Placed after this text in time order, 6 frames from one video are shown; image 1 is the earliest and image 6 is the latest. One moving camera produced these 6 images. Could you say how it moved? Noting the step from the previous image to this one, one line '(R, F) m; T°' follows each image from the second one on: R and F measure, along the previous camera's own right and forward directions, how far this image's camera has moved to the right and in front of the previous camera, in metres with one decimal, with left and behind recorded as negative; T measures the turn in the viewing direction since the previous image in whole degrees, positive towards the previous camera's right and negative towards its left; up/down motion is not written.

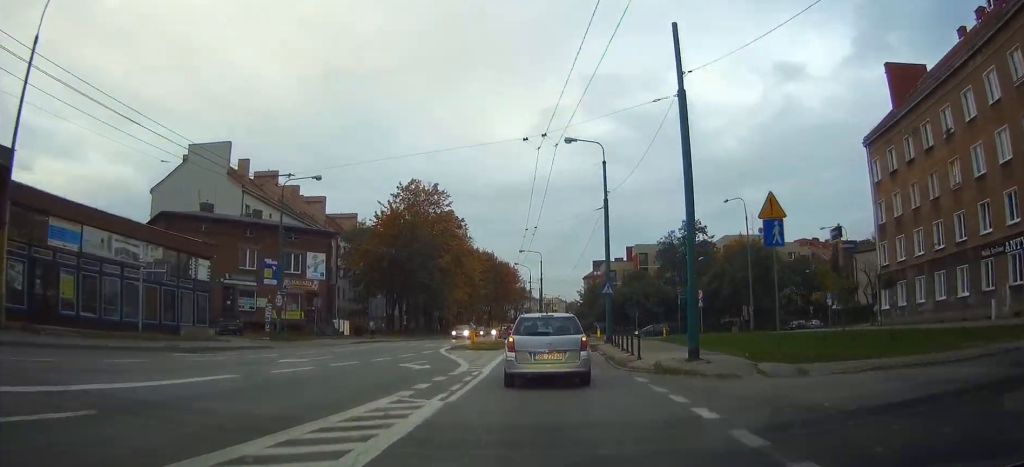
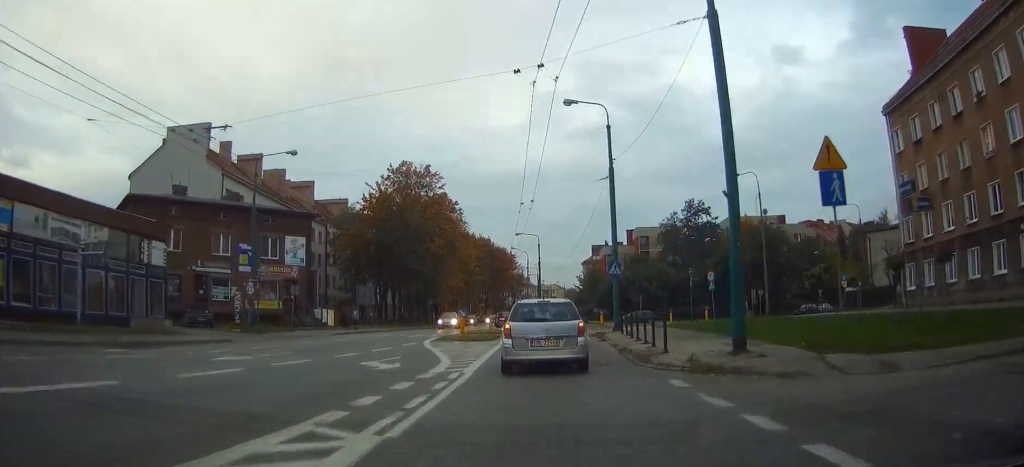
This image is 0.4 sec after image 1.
(0.0, +4.4) m; +1°
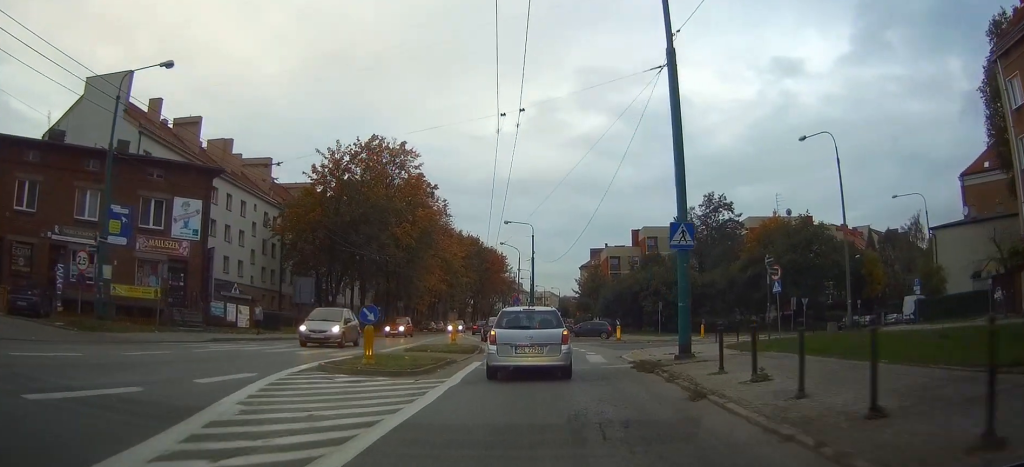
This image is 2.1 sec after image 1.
(+0.4, +16.2) m; +2°
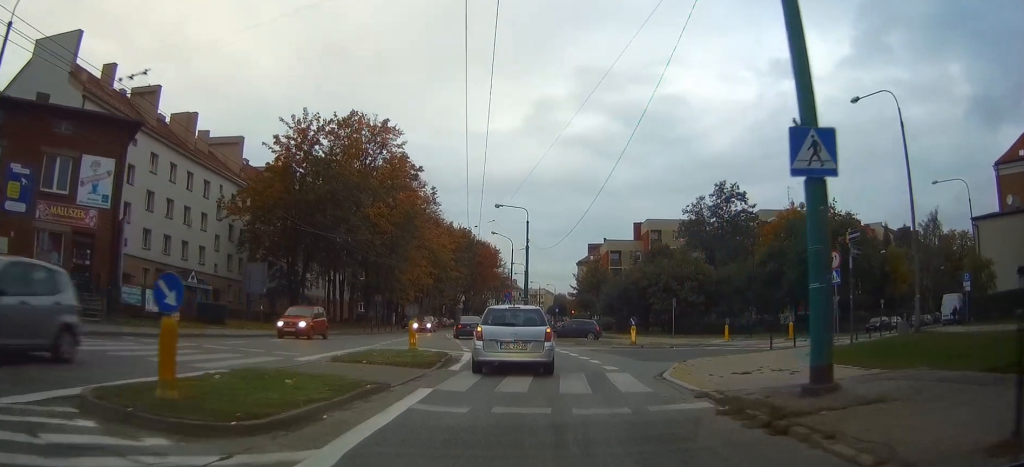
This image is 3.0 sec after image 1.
(-0.1, +8.2) m; 0°
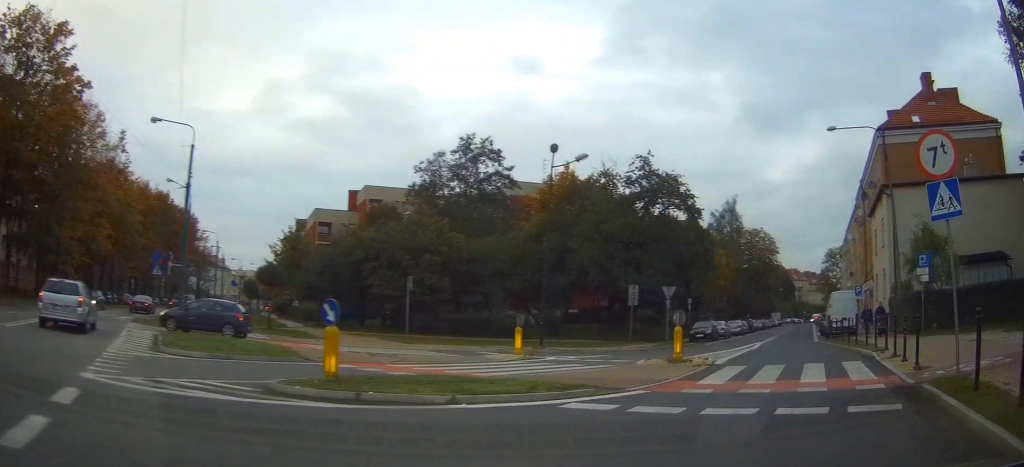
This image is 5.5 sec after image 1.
(+2.1, +20.9) m; +23°
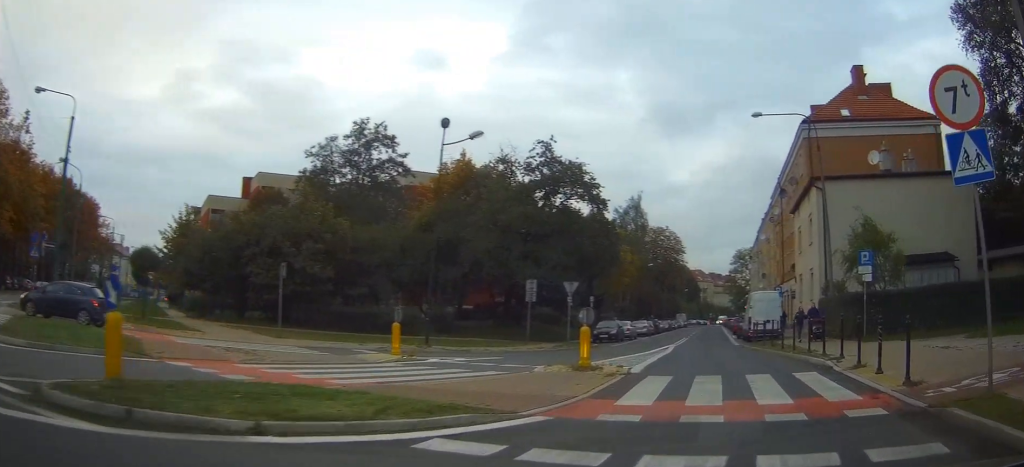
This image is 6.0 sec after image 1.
(+0.2, +3.4) m; +8°
